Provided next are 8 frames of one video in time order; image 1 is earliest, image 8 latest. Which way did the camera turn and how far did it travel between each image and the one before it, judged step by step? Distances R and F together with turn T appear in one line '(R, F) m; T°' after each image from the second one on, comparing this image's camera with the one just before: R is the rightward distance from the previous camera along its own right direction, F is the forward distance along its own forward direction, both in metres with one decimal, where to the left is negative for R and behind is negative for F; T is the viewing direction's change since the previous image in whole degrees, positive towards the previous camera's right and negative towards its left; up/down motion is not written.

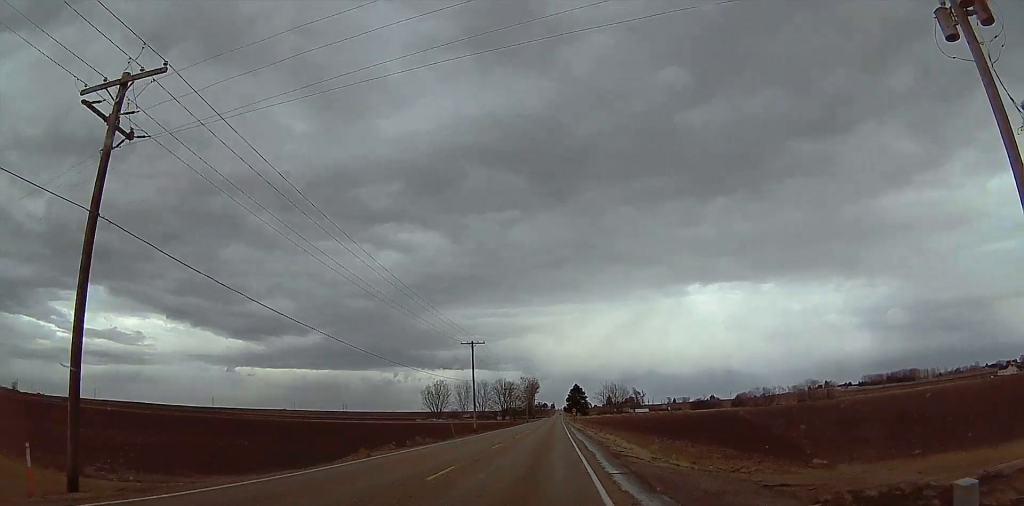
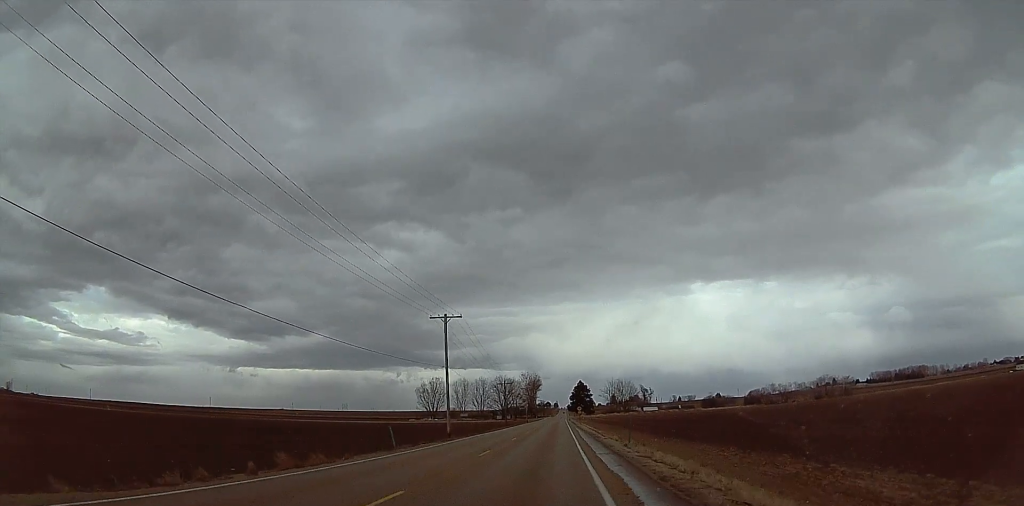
(0.0, +21.6) m; -3°
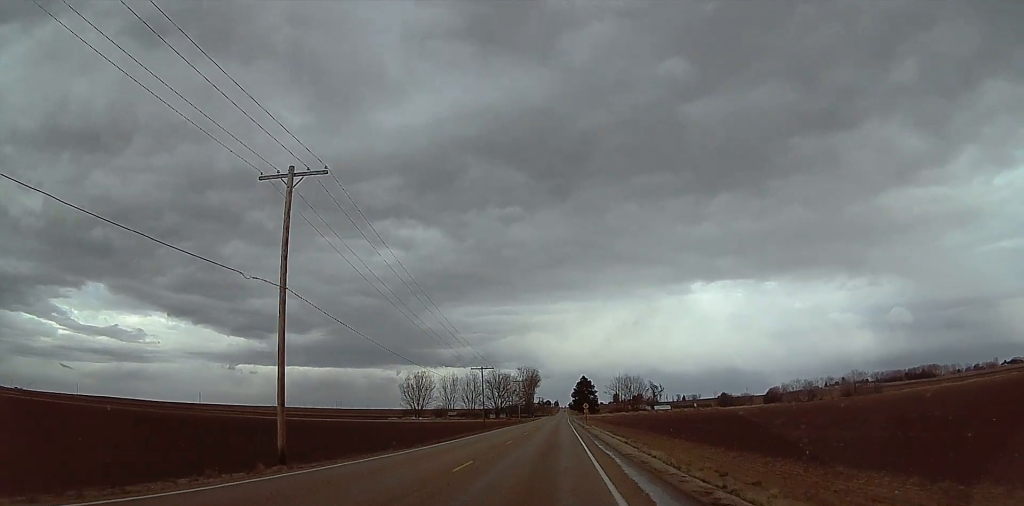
(-1.2, +37.6) m; 0°
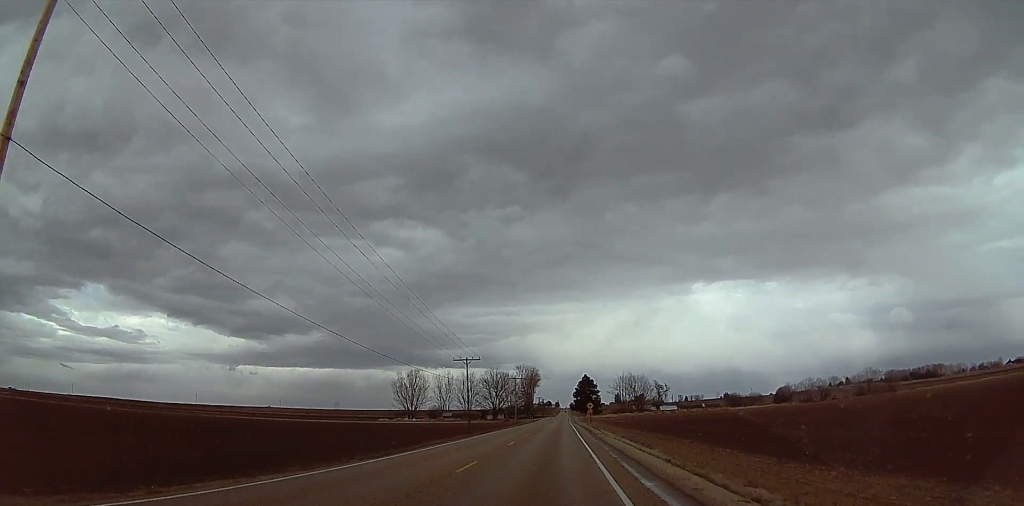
(+0.6, +15.1) m; +2°
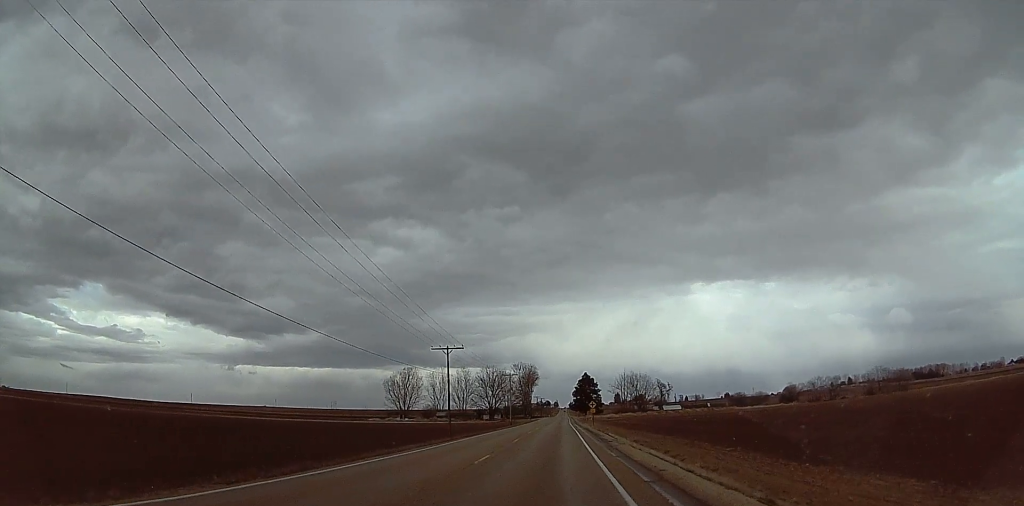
(0.0, +12.0) m; 0°
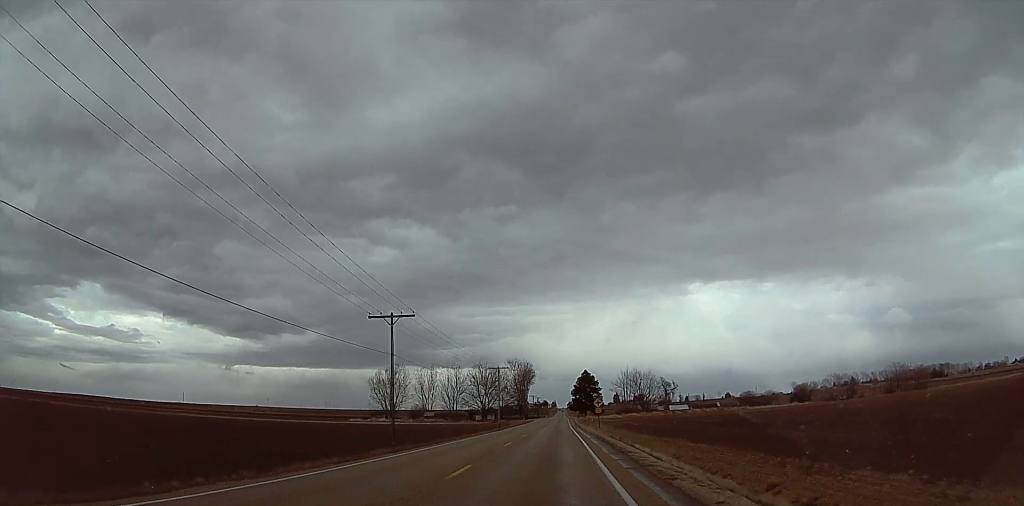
(0.0, +20.0) m; 0°
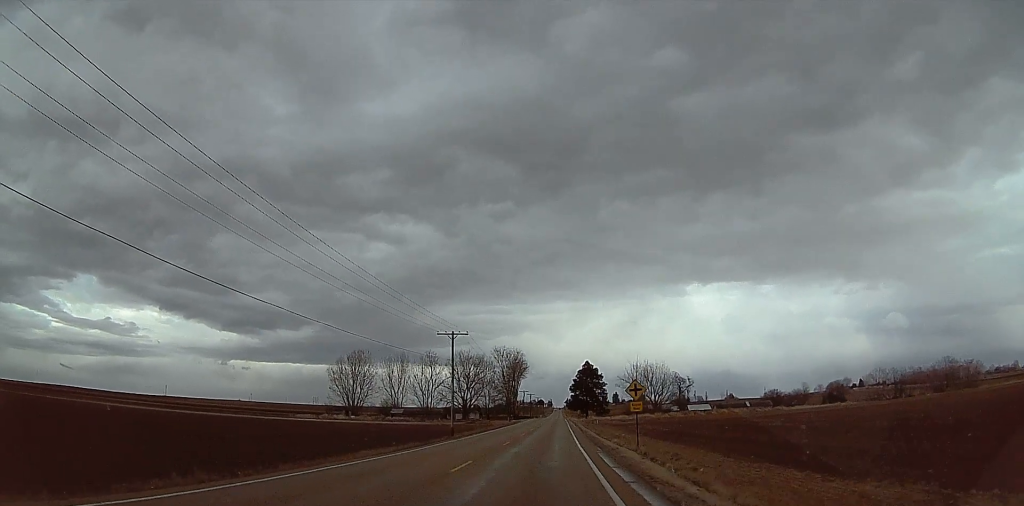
(-0.9, +44.0) m; -2°
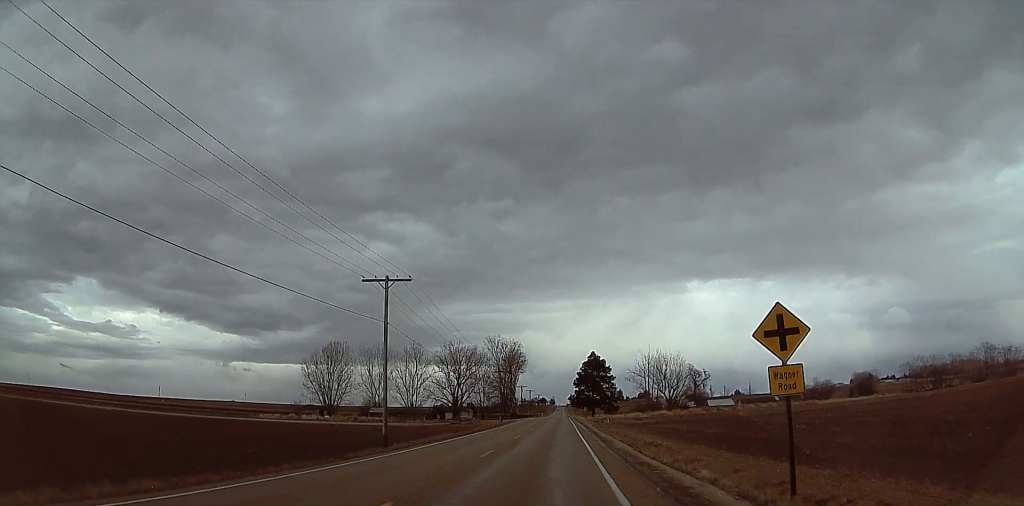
(0.0, +25.5) m; 0°
